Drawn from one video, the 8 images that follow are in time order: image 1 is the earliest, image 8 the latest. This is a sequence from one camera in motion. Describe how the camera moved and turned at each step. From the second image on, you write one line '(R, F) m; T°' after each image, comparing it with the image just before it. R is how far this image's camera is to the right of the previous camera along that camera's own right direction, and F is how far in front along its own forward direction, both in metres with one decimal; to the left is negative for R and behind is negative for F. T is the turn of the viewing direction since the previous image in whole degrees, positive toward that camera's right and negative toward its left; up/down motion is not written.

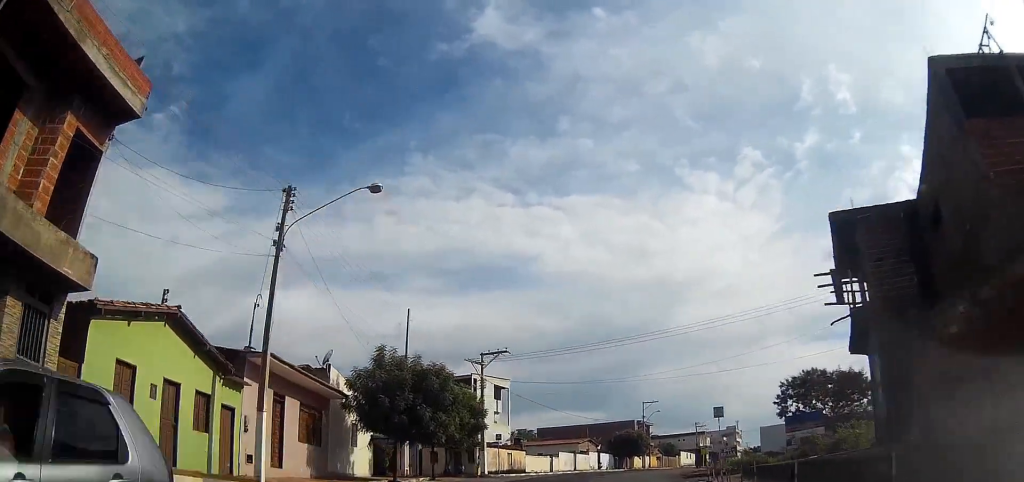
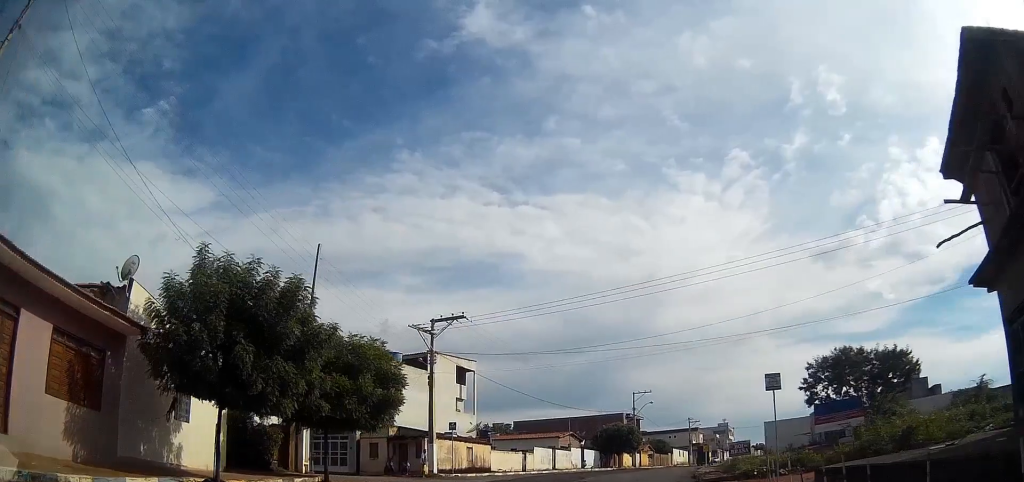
(+0.1, +10.9) m; +1°
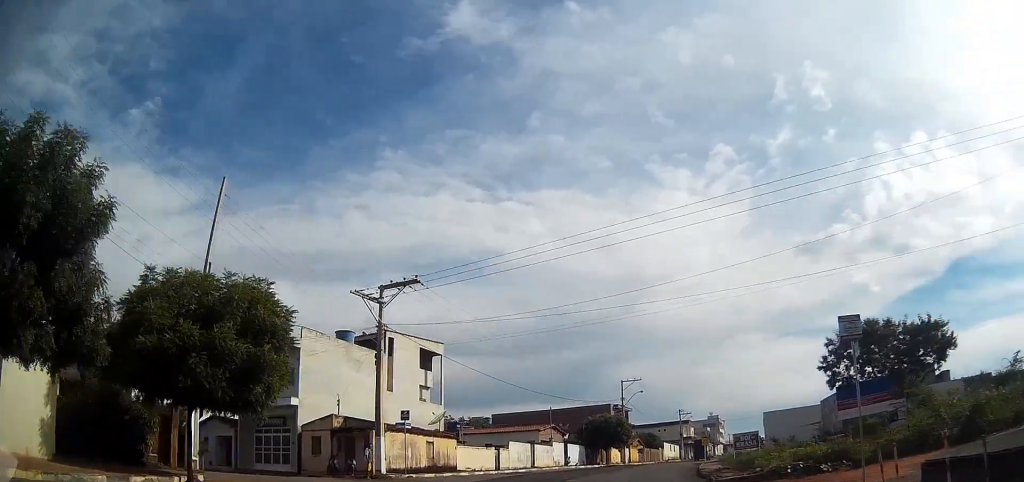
(-0.2, +6.9) m; 0°
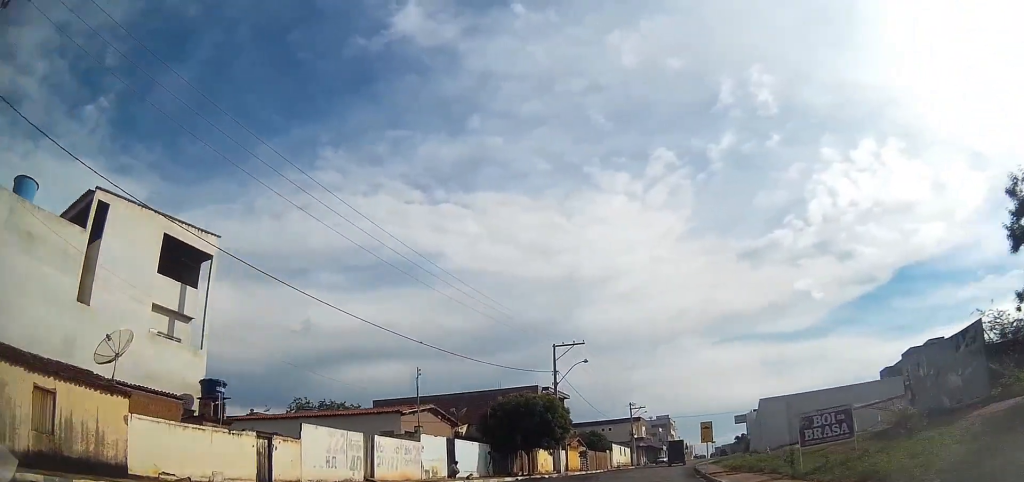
(+1.2, +24.0) m; +5°
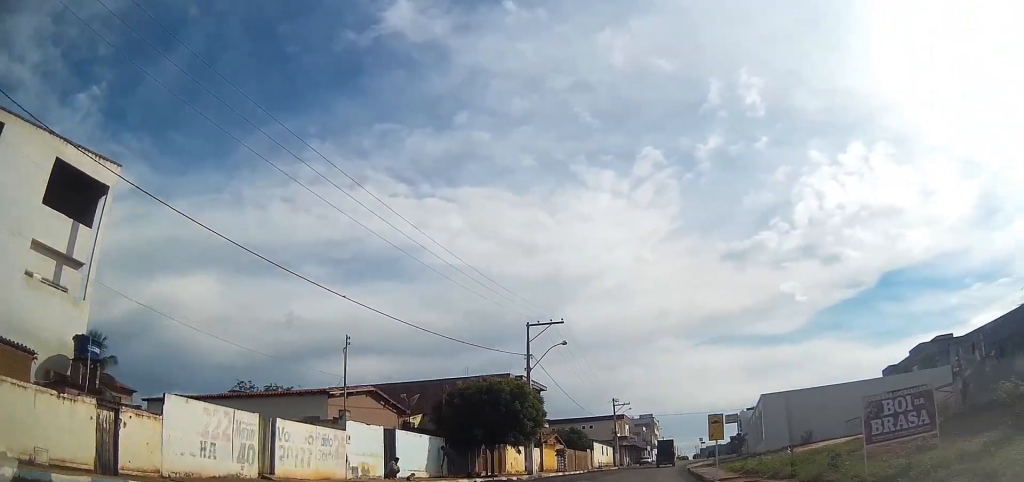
(+0.1, +6.1) m; +1°
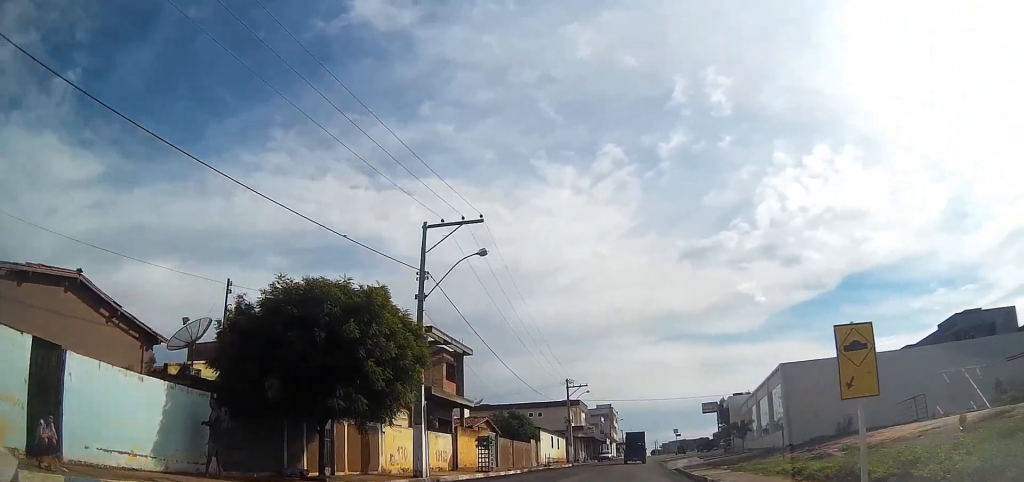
(+0.8, +16.4) m; +7°
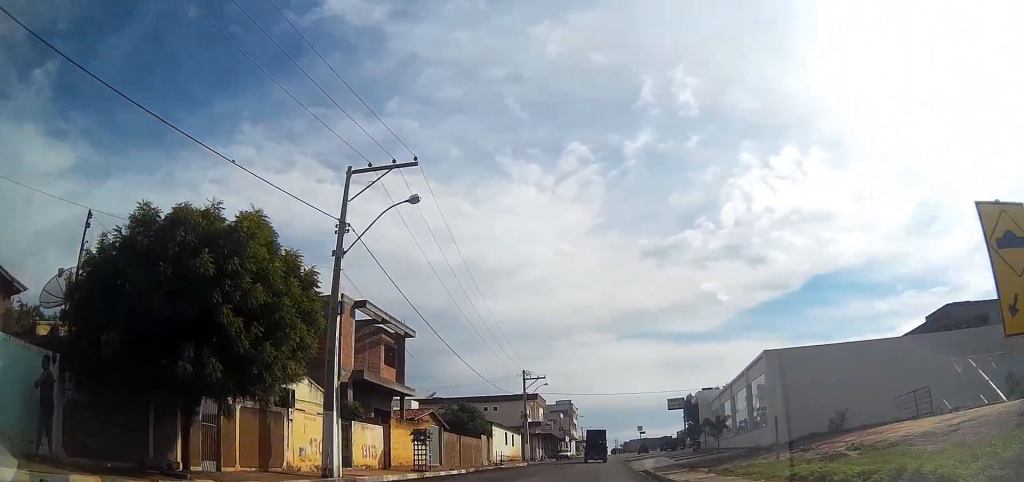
(+0.2, +5.7) m; +4°
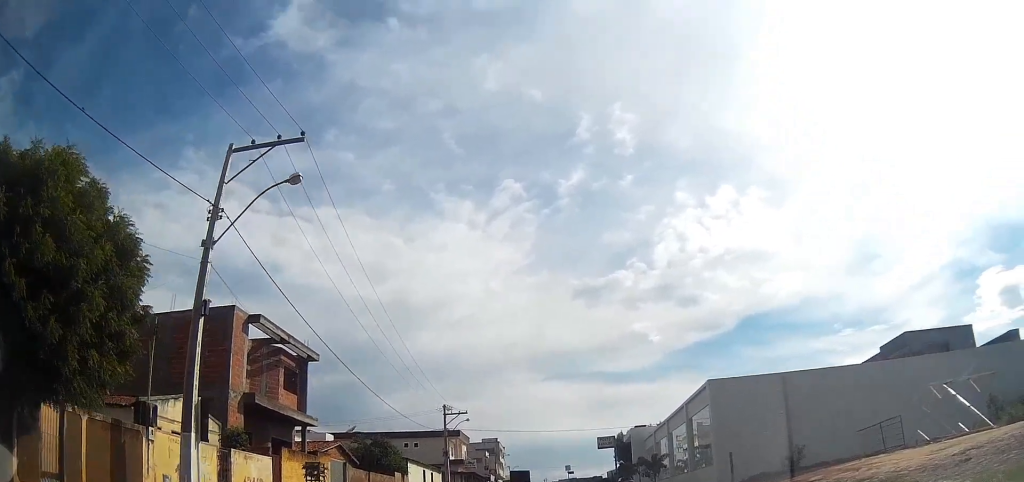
(+0.1, +5.2) m; +5°
